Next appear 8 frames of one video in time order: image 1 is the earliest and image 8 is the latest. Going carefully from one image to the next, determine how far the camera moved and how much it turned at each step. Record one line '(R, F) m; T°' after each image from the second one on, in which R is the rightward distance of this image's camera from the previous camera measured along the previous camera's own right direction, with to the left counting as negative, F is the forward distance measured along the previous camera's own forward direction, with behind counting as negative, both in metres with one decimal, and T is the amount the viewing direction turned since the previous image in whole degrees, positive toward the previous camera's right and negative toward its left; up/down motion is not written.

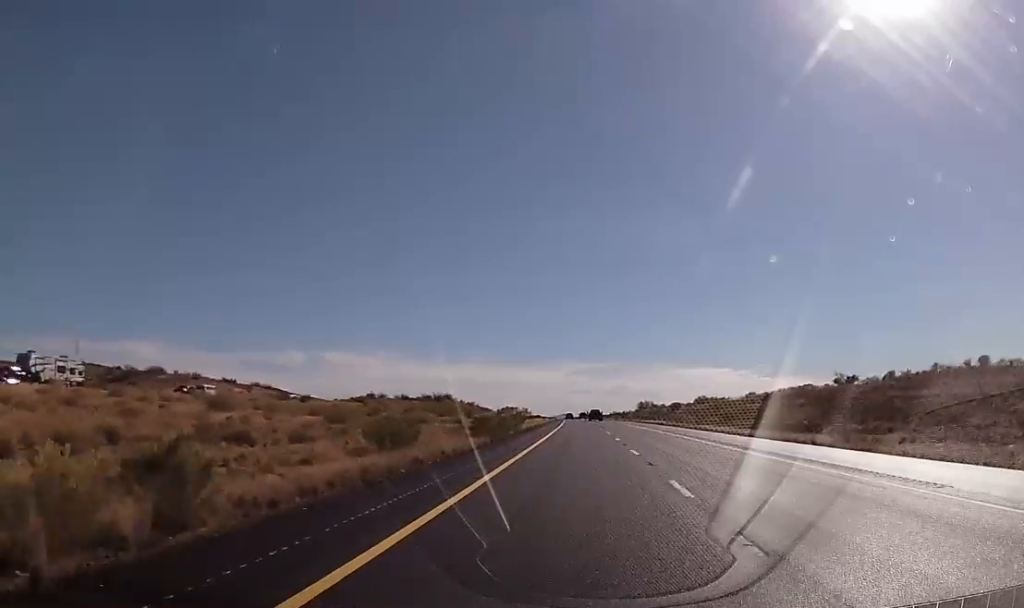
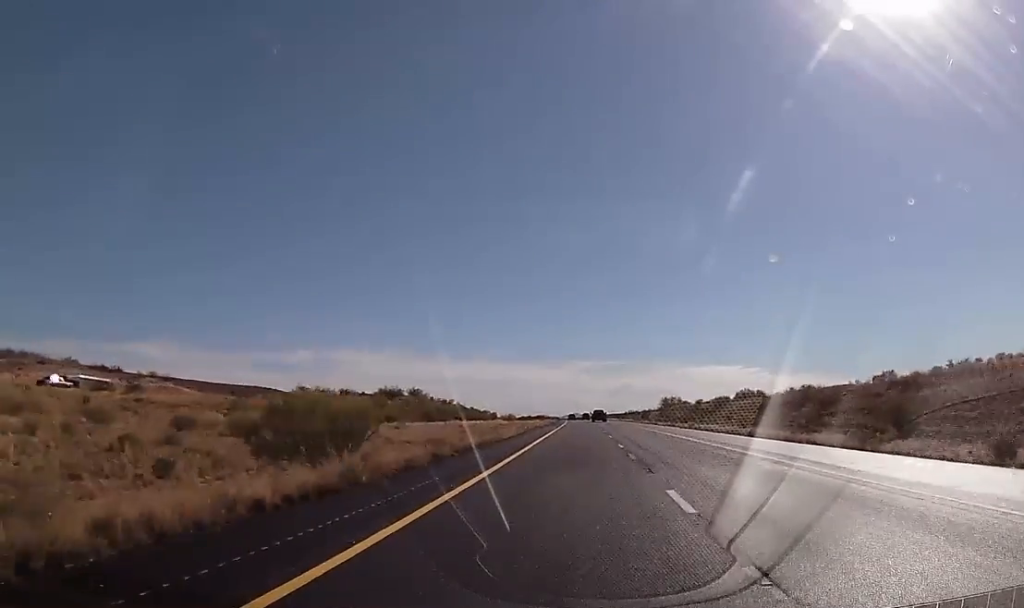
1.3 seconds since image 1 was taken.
(-0.2, +50.8) m; 0°
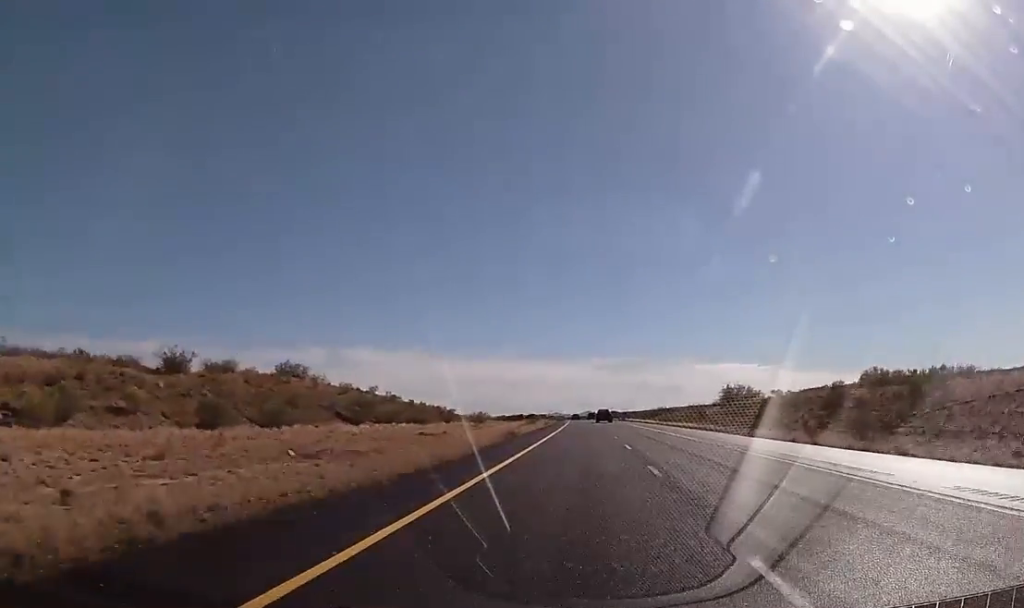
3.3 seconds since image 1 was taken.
(-1.0, +74.8) m; -1°
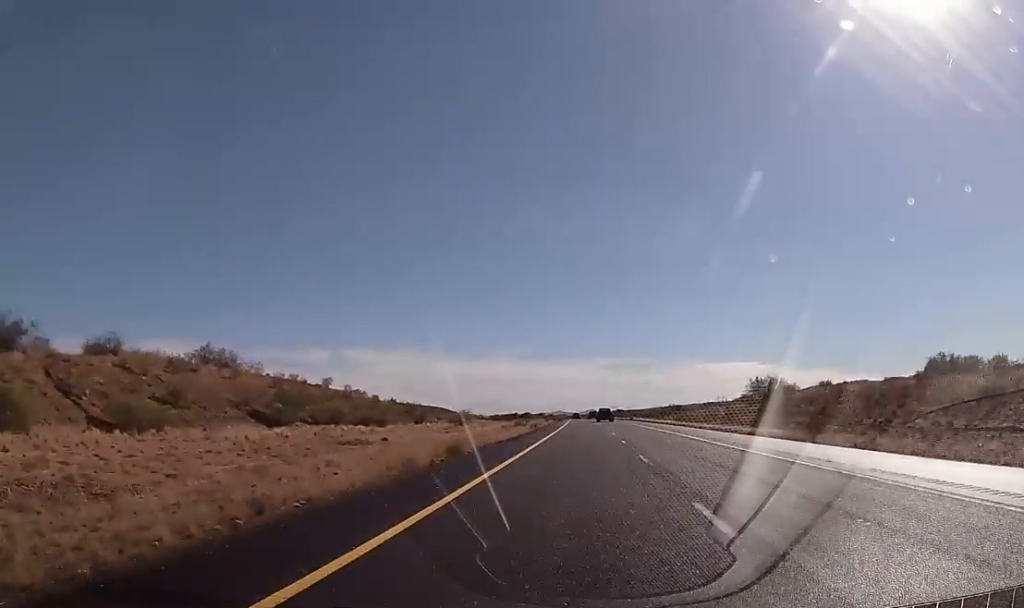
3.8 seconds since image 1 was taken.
(+0.2, +20.3) m; 0°
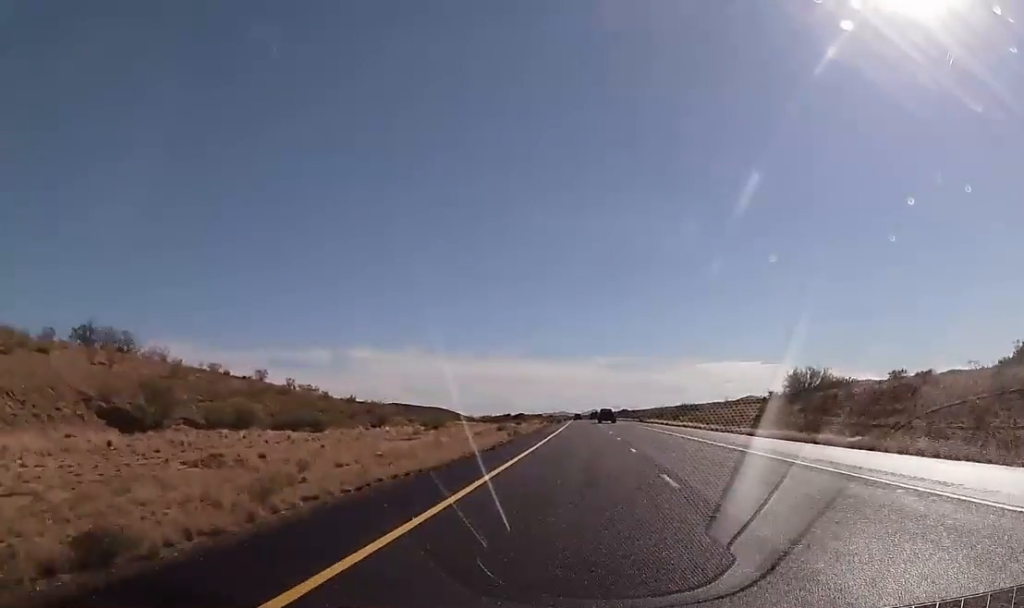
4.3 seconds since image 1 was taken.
(-0.1, +19.0) m; 0°
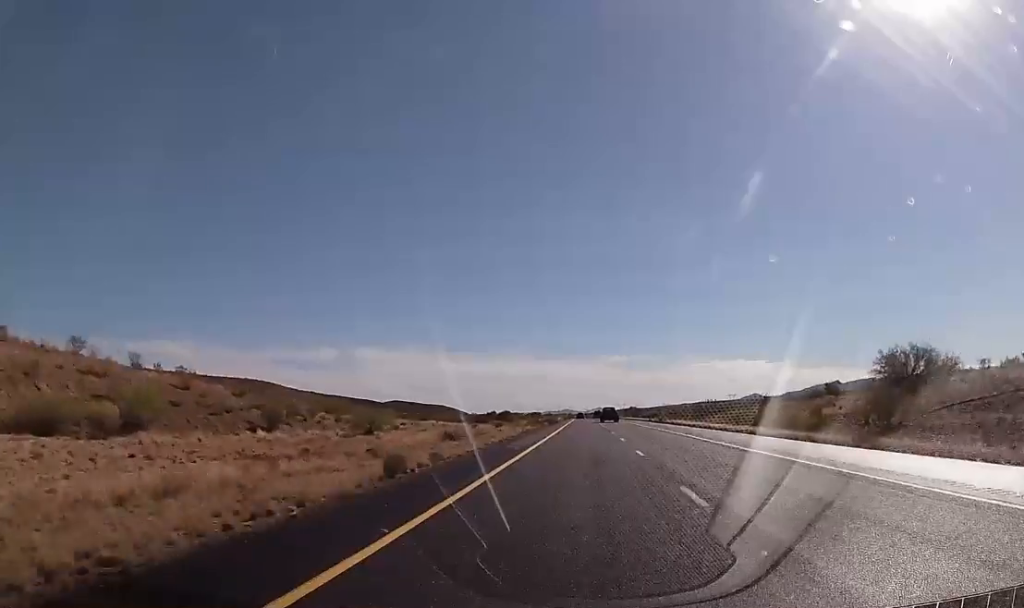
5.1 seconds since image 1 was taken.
(-0.2, +27.9) m; 0°
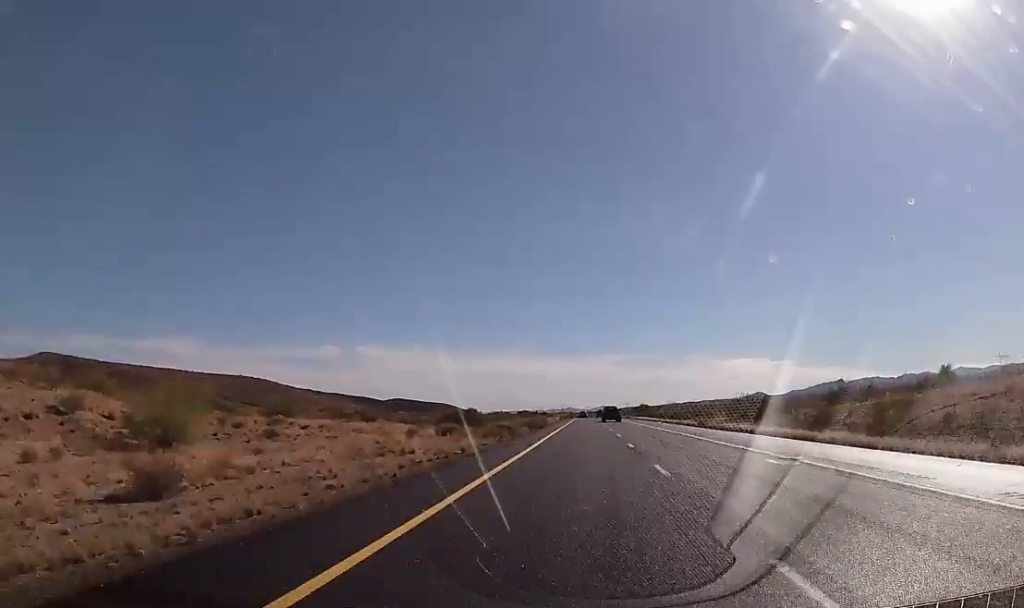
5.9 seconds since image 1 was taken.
(+0.1, +31.5) m; -1°
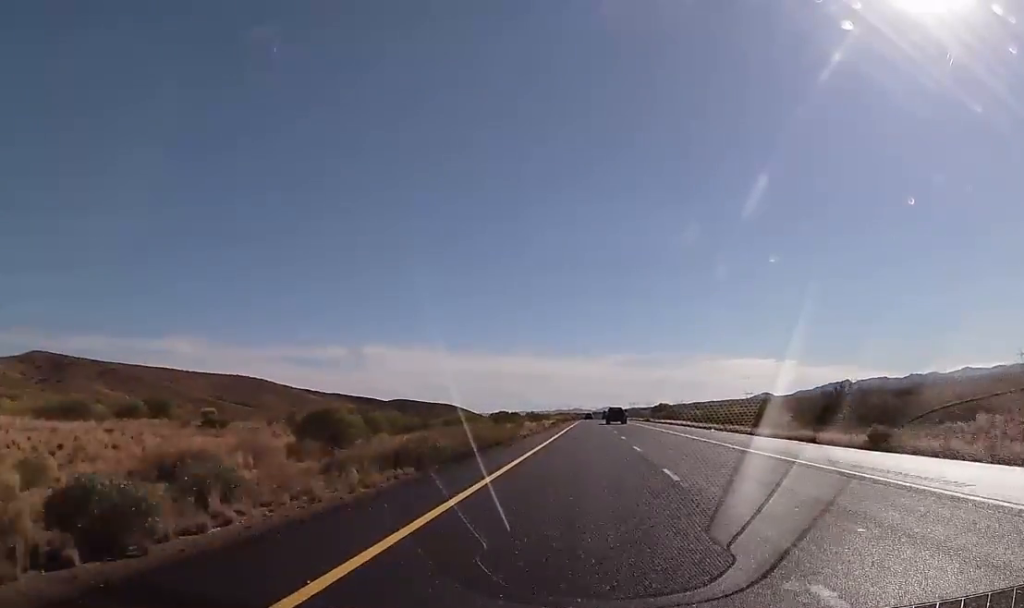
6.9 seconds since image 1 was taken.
(-0.5, +37.9) m; 0°
